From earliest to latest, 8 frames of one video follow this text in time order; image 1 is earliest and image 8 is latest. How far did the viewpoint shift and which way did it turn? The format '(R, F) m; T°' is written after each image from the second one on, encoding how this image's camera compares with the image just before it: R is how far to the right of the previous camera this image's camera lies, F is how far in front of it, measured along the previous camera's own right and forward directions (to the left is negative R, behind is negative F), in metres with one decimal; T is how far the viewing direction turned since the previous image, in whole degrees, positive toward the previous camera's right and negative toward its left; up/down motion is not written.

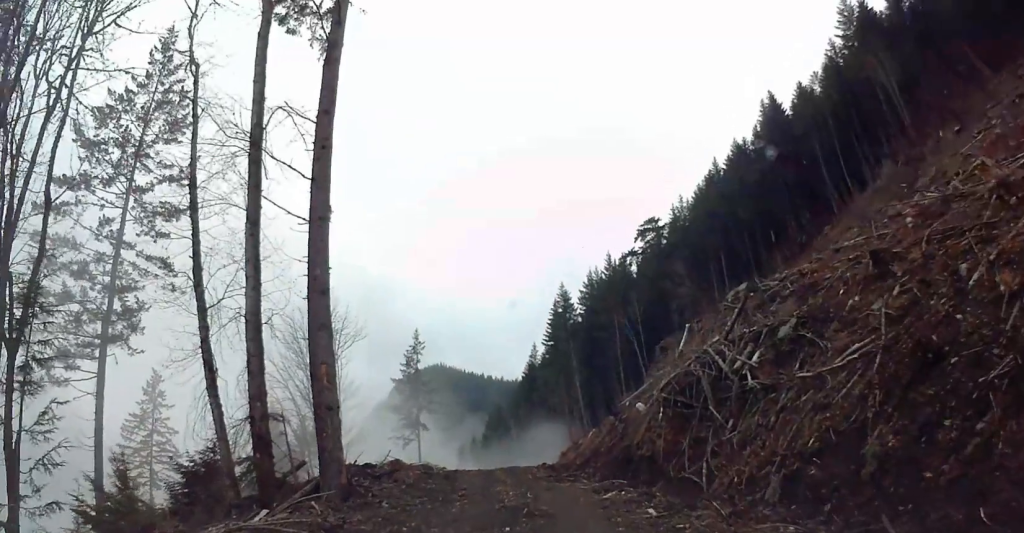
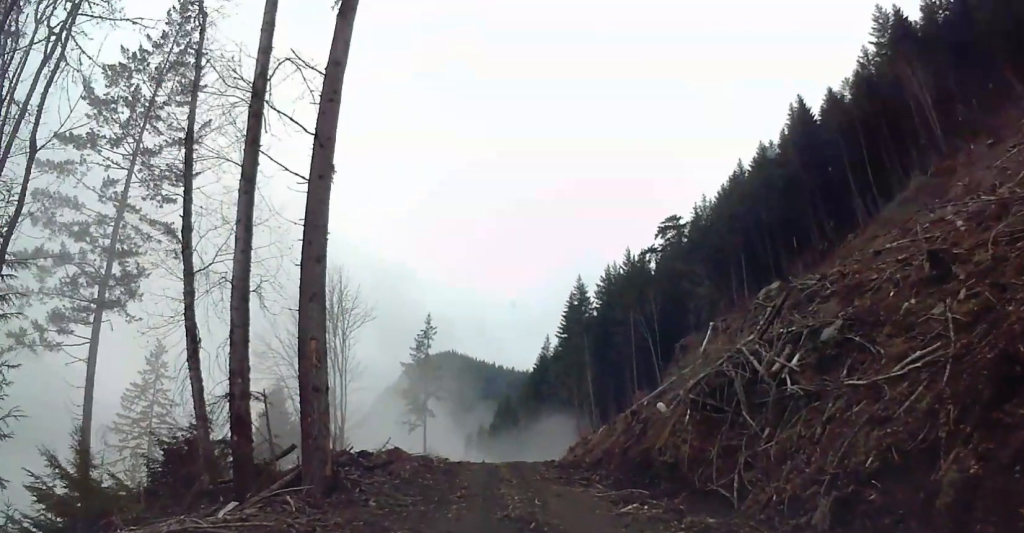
(0.0, +2.3) m; -1°
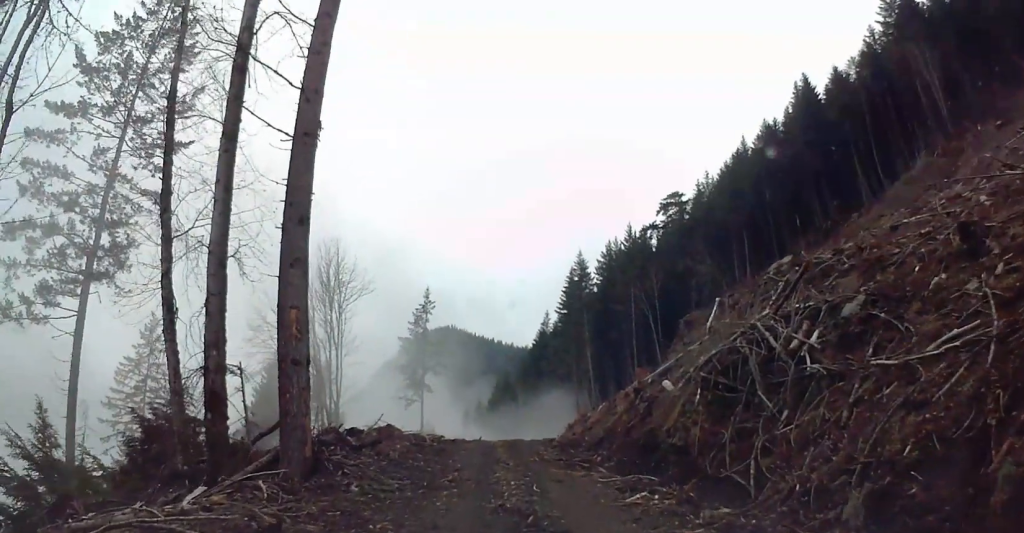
(0.0, +1.4) m; 0°
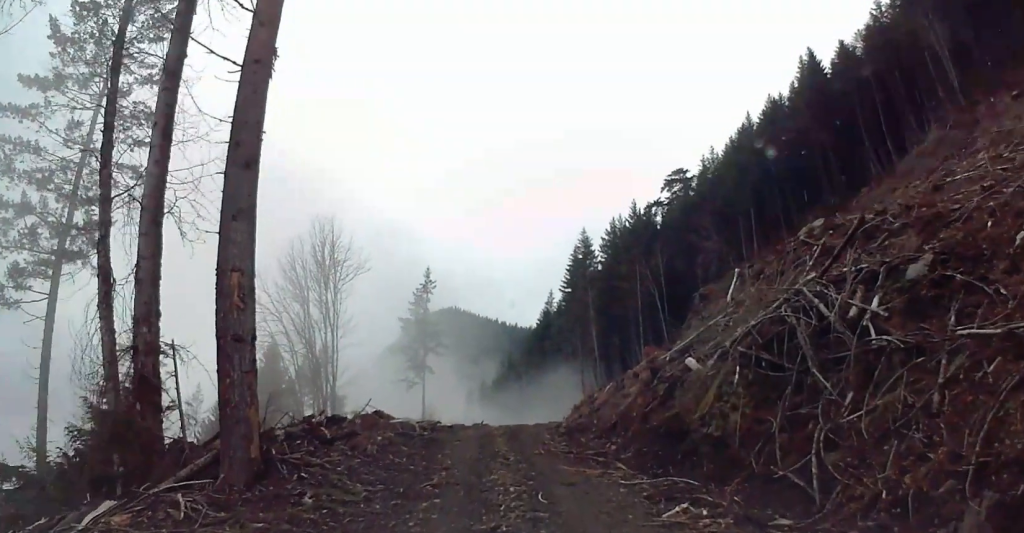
(0.0, +3.2) m; -5°
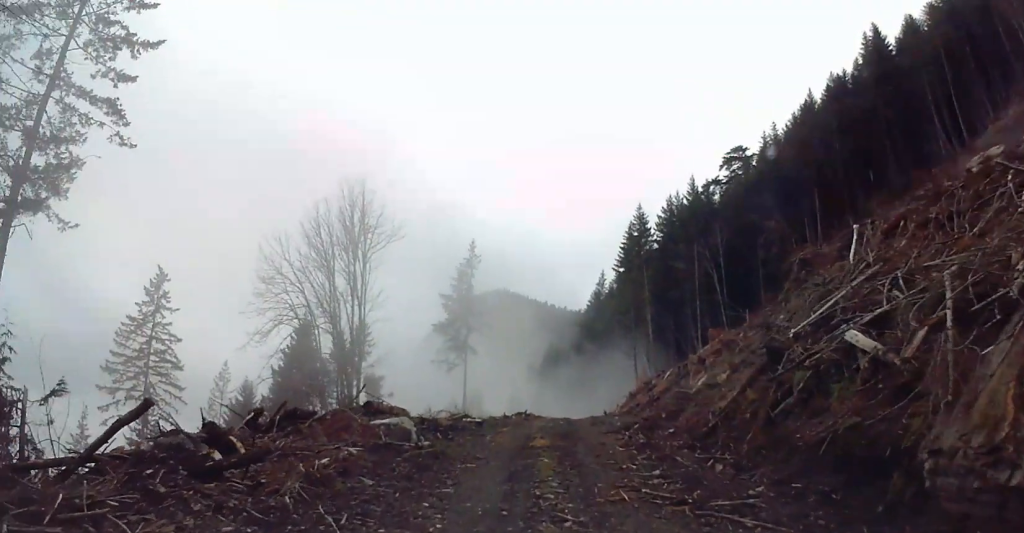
(-0.3, +7.7) m; +1°
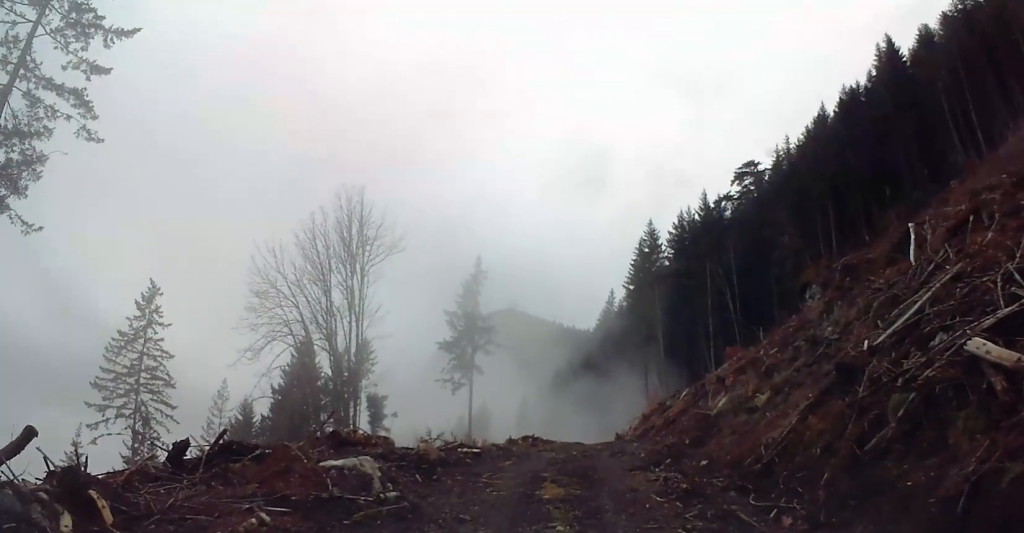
(0.0, +3.6) m; +2°
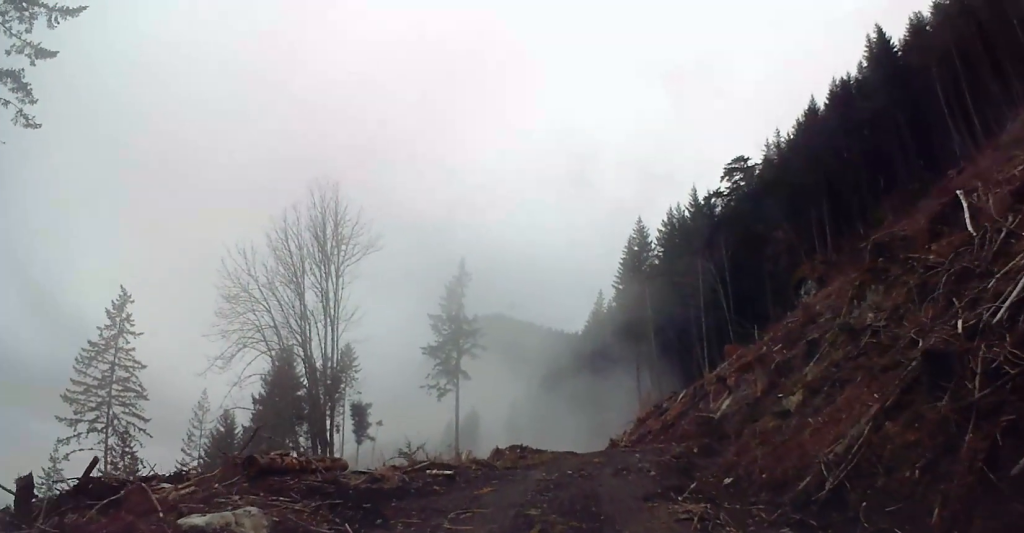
(+0.1, +3.8) m; +2°
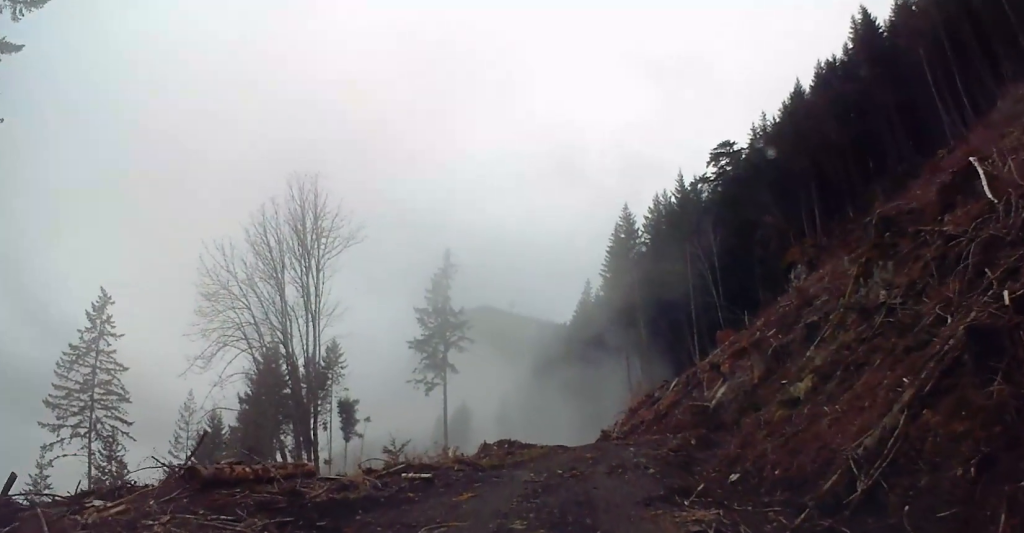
(0.0, +1.5) m; 0°
